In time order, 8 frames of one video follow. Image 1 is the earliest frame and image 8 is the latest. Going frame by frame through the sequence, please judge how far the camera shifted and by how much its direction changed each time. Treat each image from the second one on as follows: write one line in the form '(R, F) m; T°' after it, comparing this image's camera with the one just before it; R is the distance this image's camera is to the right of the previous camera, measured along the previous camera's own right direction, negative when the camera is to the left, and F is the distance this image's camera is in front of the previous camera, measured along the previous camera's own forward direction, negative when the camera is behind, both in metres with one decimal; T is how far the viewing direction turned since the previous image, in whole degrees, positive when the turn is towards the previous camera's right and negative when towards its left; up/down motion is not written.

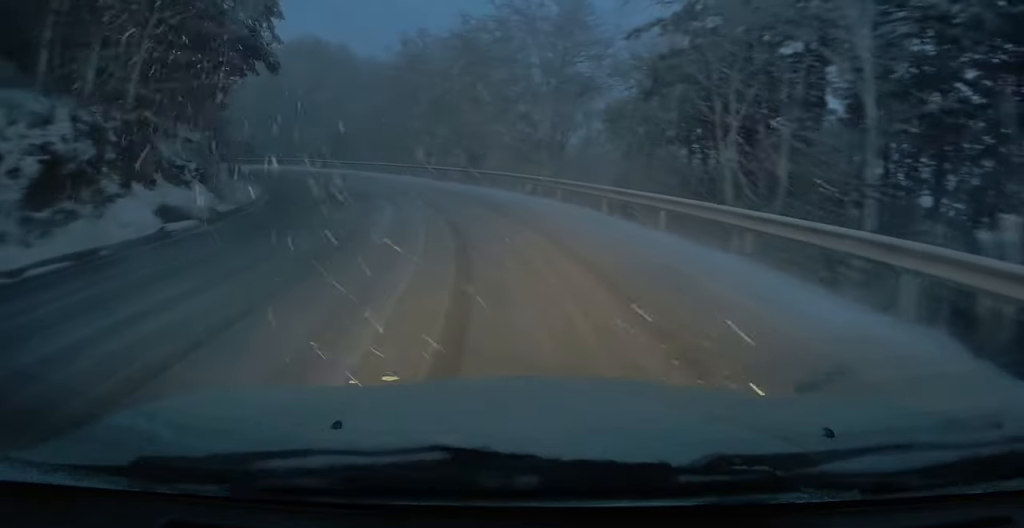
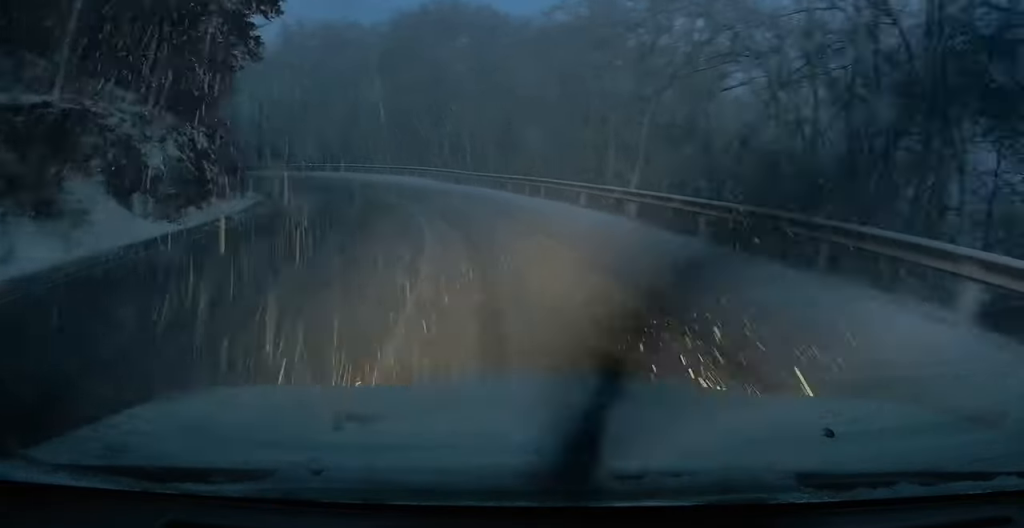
(-4.1, +22.3) m; -18°
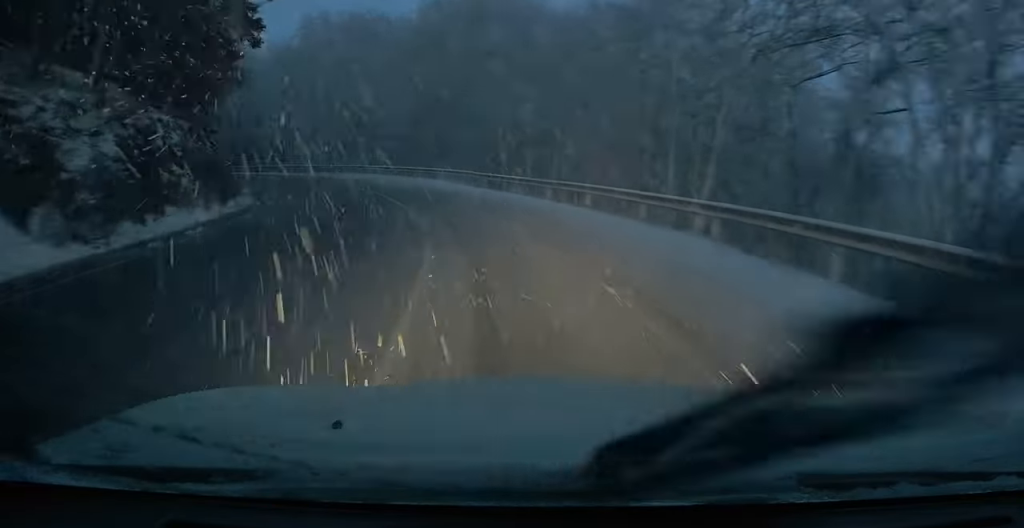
(0.0, +4.7) m; -2°
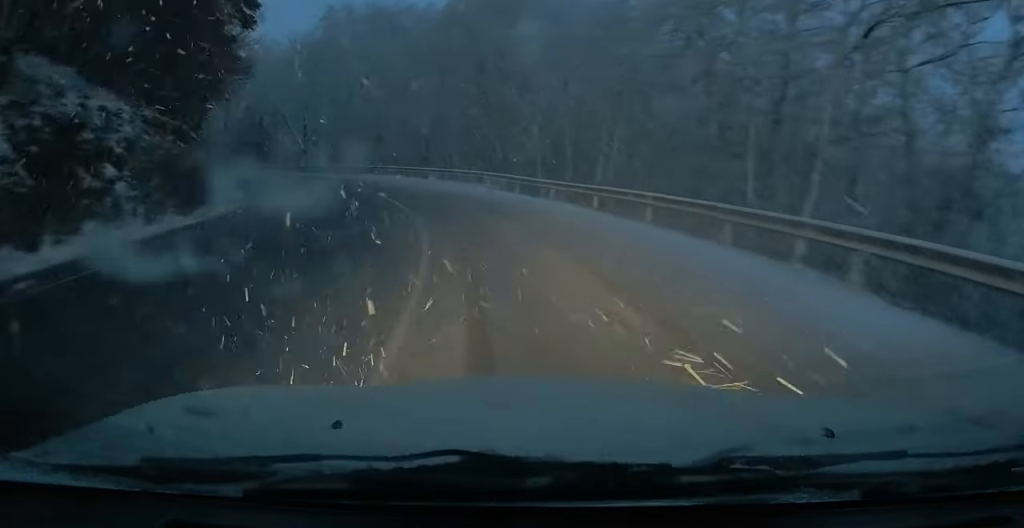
(-0.1, +4.7) m; -1°
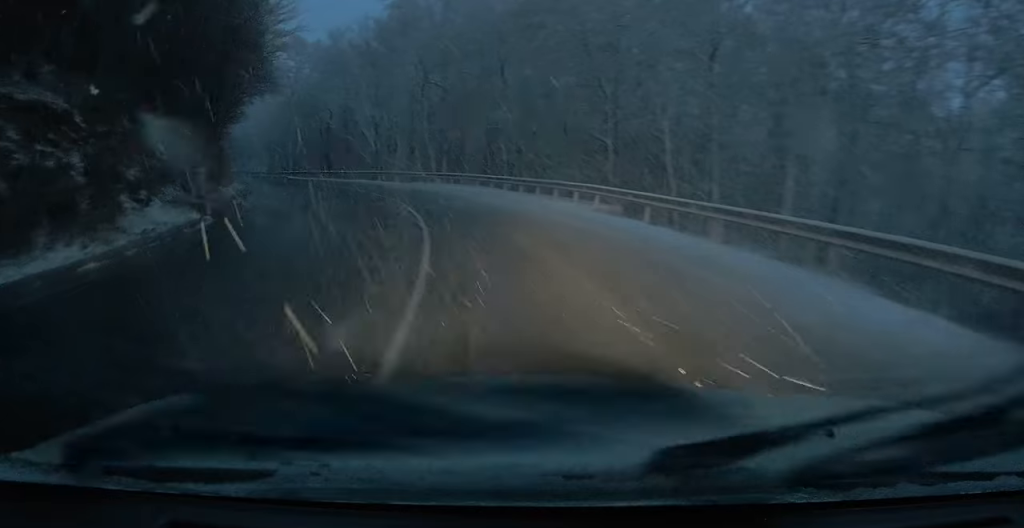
(-0.3, +11.7) m; -4°
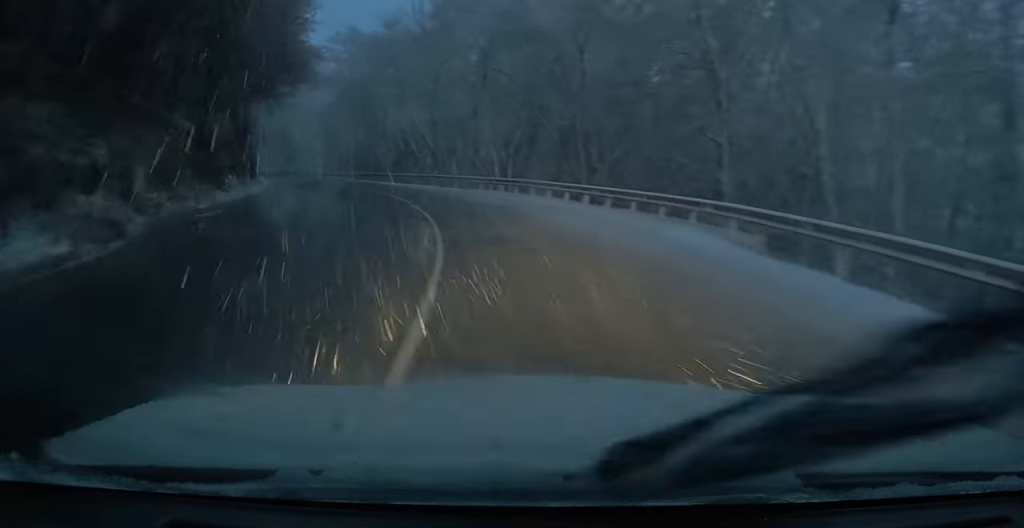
(-0.2, +8.1) m; -5°
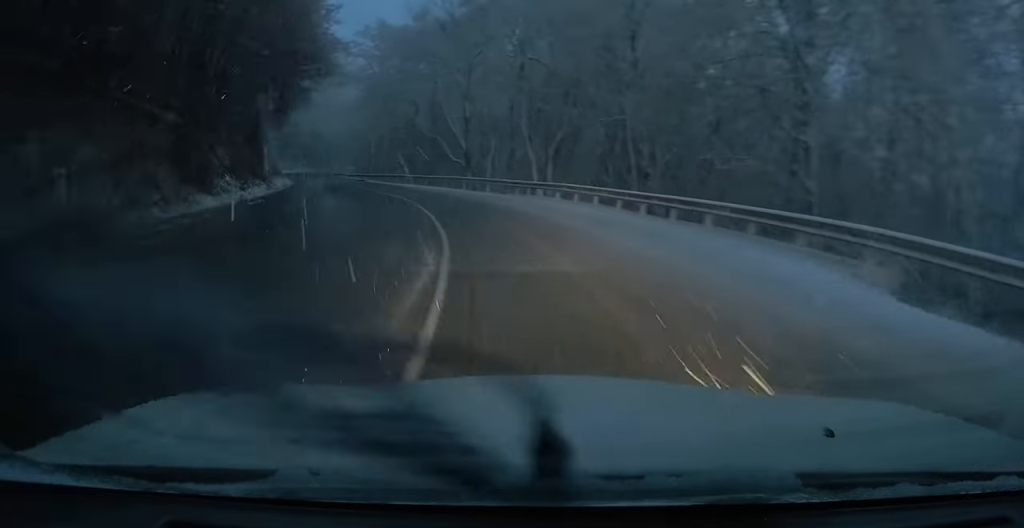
(-0.2, +4.5) m; -4°
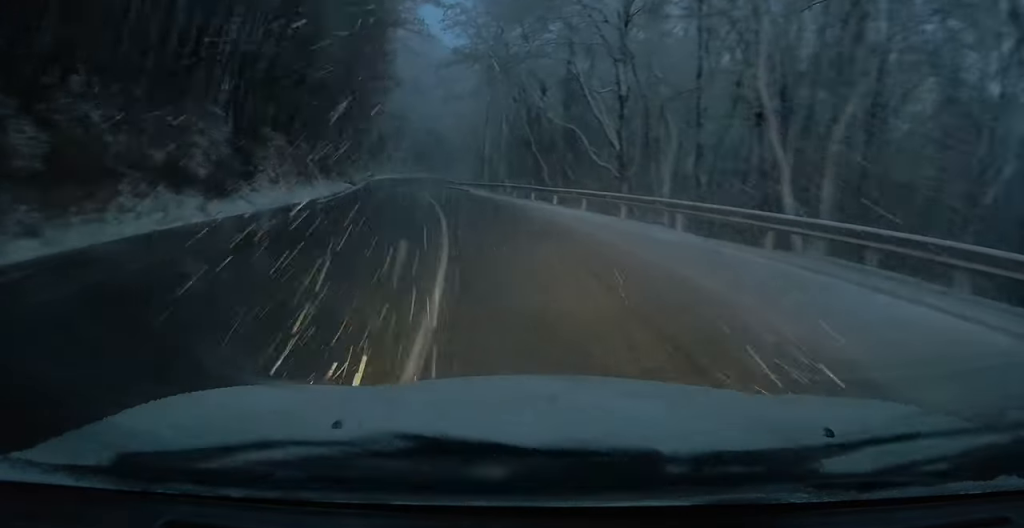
(-2.3, +19.3) m; -10°
